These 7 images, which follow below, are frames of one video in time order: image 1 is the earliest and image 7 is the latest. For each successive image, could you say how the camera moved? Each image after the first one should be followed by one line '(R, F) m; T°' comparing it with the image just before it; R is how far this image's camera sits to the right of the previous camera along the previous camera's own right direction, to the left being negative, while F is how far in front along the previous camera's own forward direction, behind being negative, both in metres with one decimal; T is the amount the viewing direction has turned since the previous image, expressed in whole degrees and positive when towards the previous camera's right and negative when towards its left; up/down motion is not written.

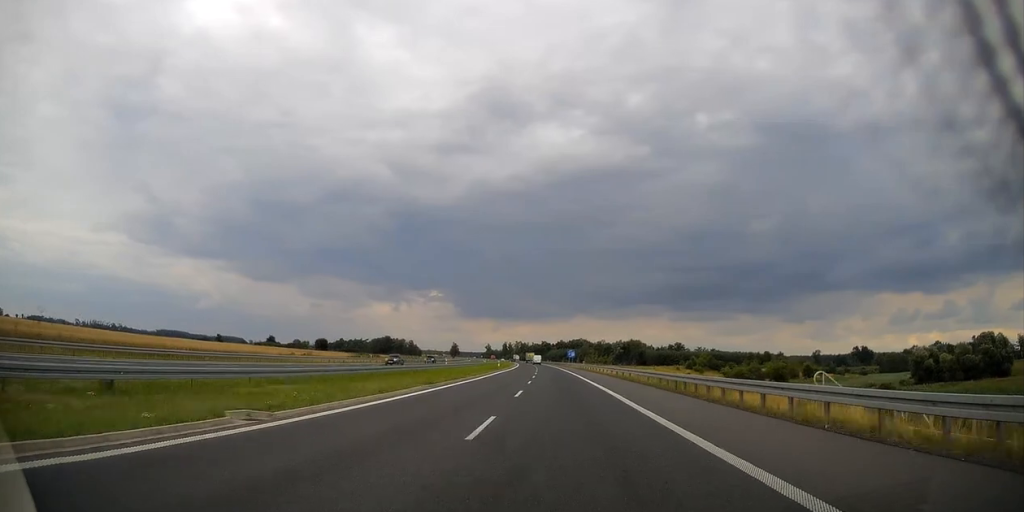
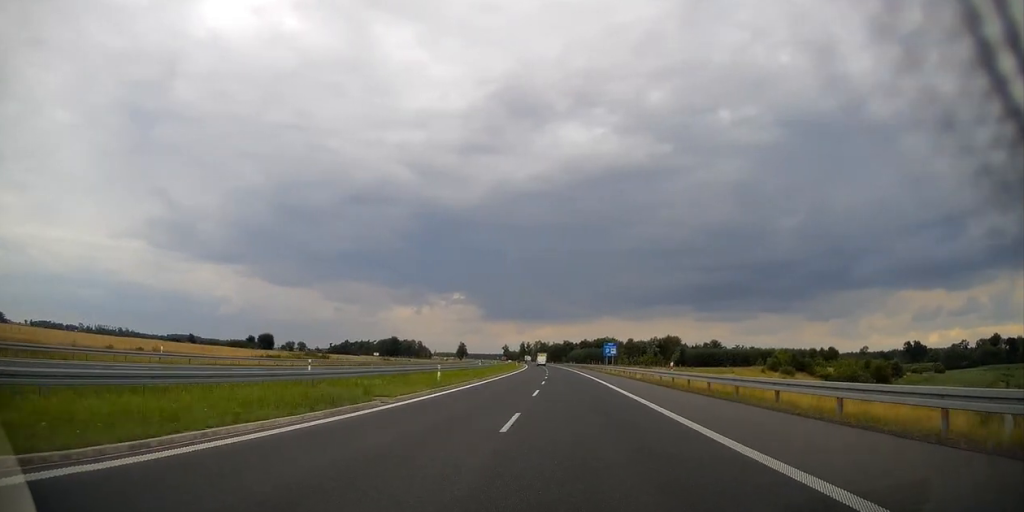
(-1.0, +59.7) m; -2°
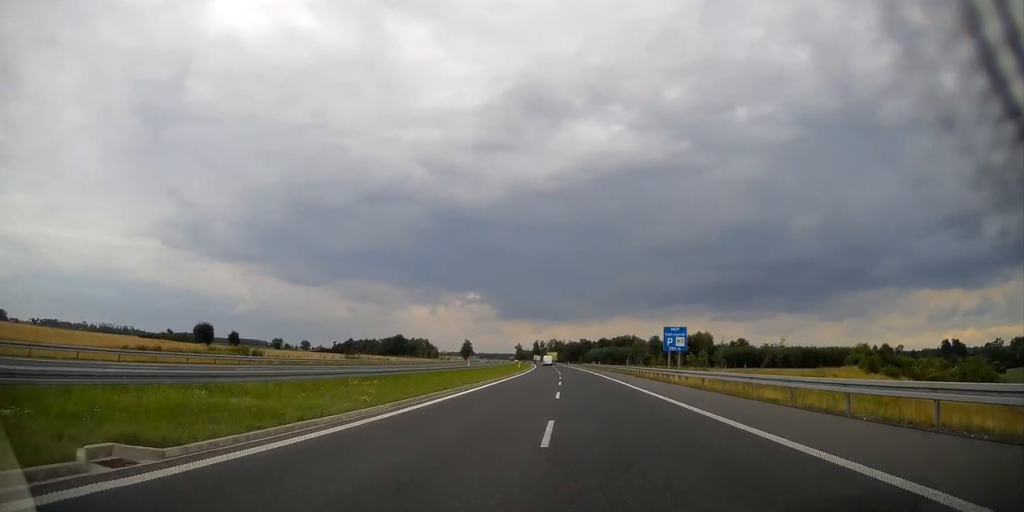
(-0.4, +38.6) m; -1°
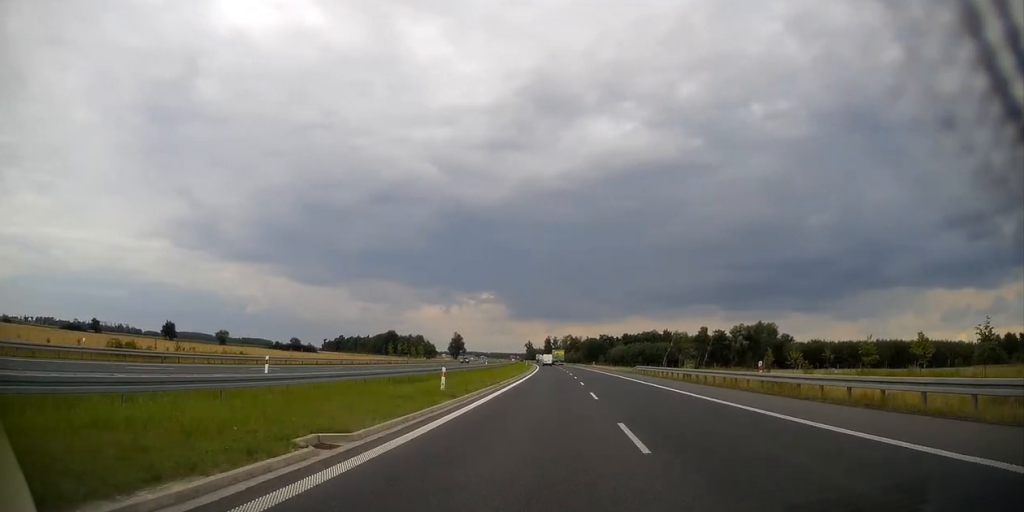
(-1.2, +73.6) m; -1°
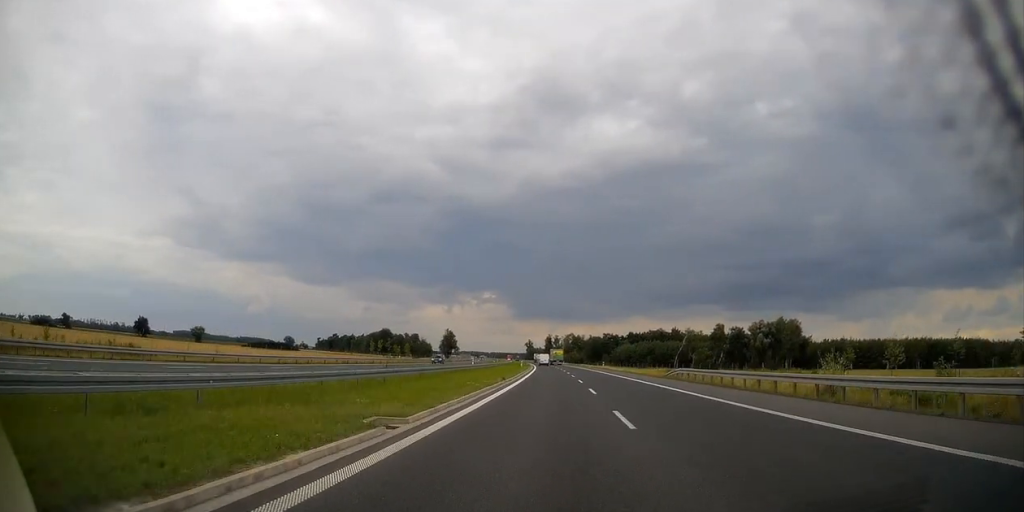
(-0.1, +21.4) m; 0°
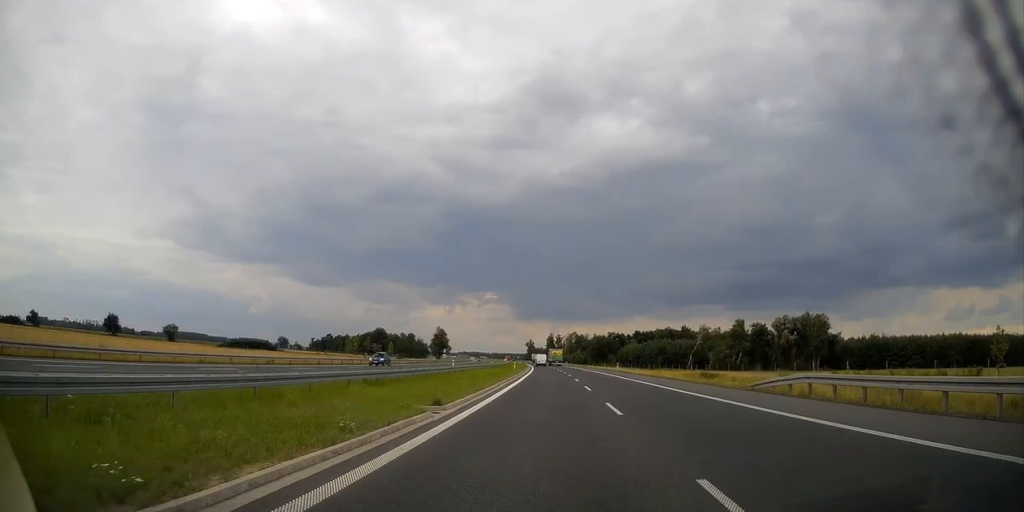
(-0.1, +21.3) m; -1°
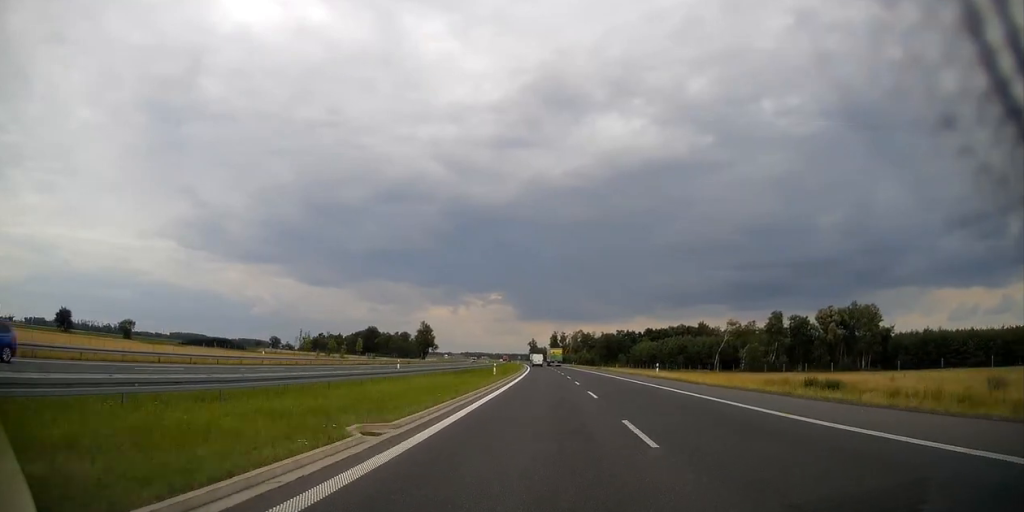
(-0.2, +30.0) m; -1°
